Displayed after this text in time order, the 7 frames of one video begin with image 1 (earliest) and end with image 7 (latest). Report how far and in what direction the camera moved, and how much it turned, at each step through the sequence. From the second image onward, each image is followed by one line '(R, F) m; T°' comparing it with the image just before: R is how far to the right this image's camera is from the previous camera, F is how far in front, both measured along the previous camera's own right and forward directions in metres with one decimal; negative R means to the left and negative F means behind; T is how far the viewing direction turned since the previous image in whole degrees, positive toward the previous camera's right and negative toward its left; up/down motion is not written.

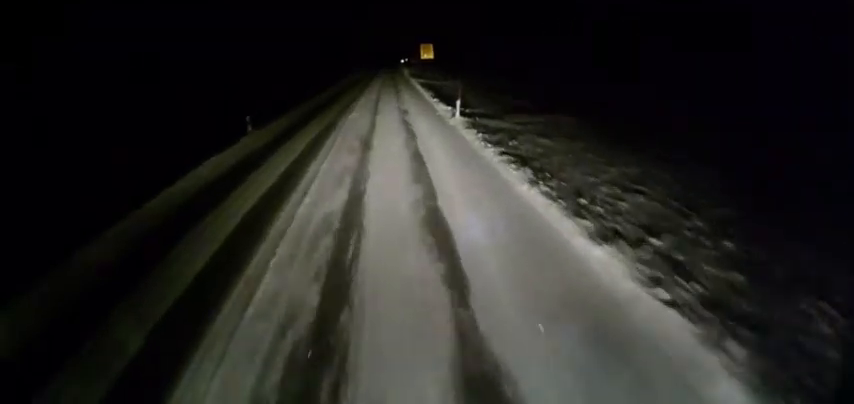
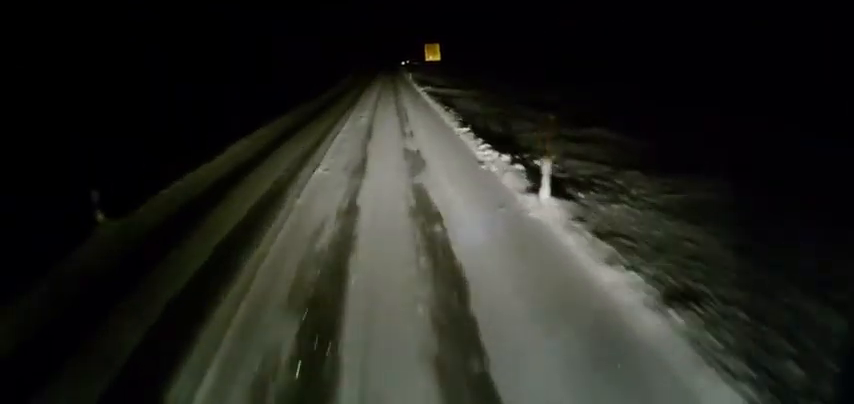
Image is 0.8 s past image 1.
(0.0, +11.3) m; -1°
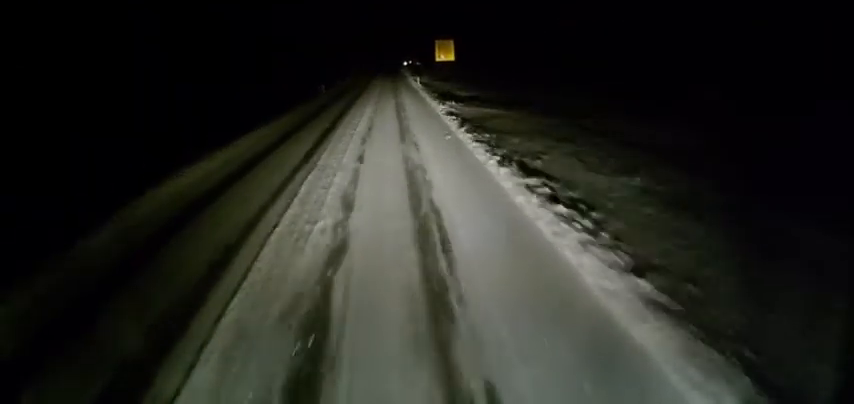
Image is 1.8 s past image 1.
(-0.2, +15.4) m; -1°
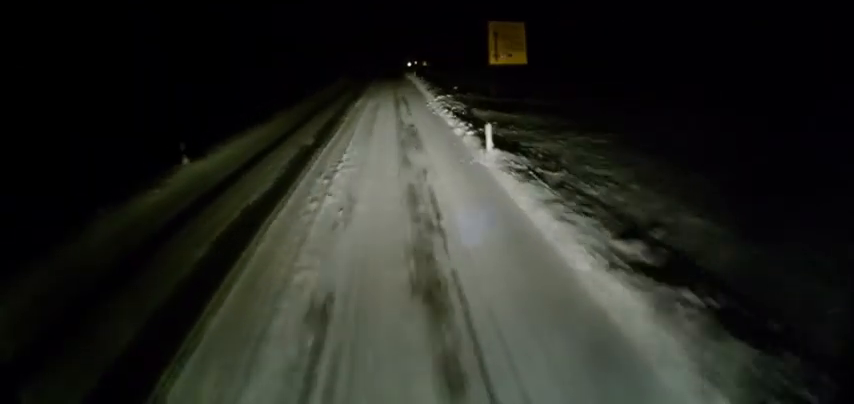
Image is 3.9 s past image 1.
(0.0, +29.8) m; +2°
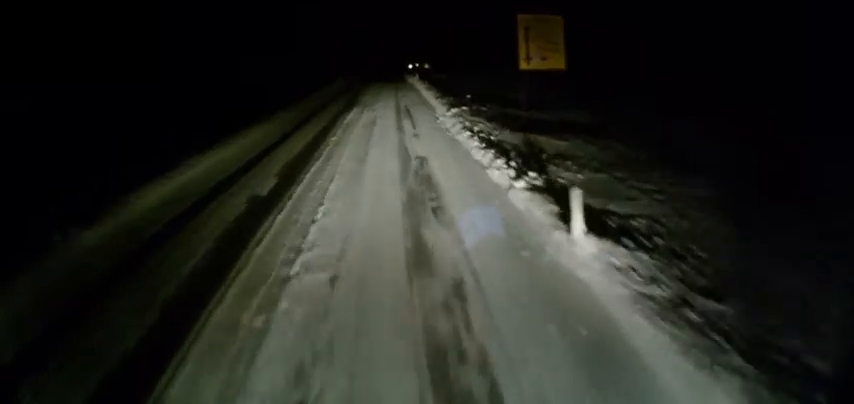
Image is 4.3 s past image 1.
(+0.2, +6.3) m; 0°
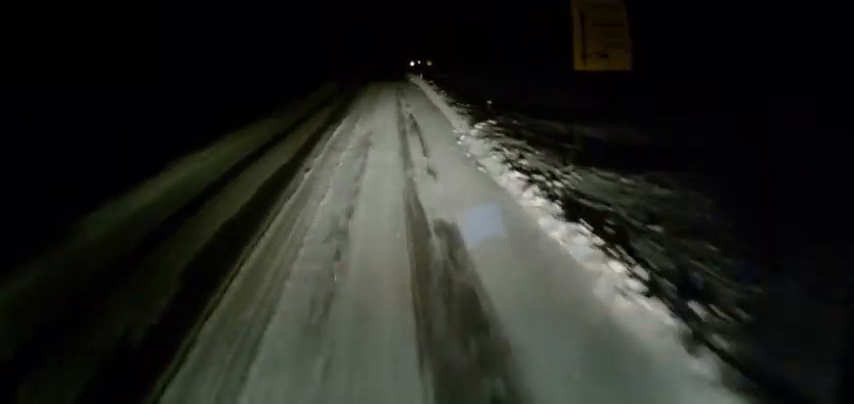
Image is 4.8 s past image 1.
(+0.1, +6.3) m; 0°
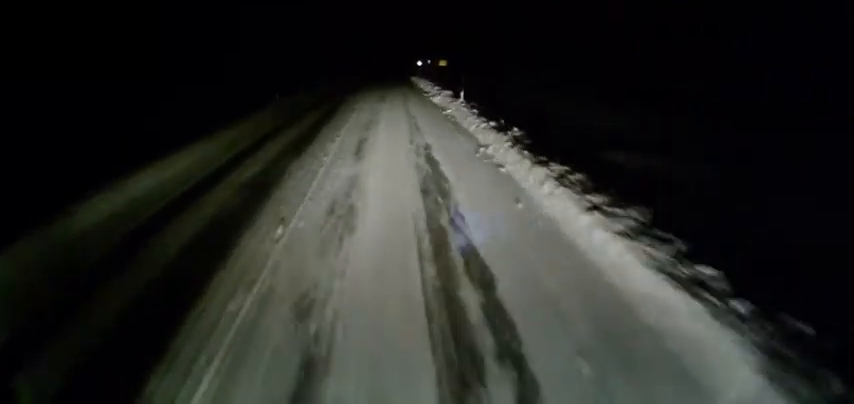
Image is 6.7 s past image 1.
(-0.9, +27.5) m; -2°
